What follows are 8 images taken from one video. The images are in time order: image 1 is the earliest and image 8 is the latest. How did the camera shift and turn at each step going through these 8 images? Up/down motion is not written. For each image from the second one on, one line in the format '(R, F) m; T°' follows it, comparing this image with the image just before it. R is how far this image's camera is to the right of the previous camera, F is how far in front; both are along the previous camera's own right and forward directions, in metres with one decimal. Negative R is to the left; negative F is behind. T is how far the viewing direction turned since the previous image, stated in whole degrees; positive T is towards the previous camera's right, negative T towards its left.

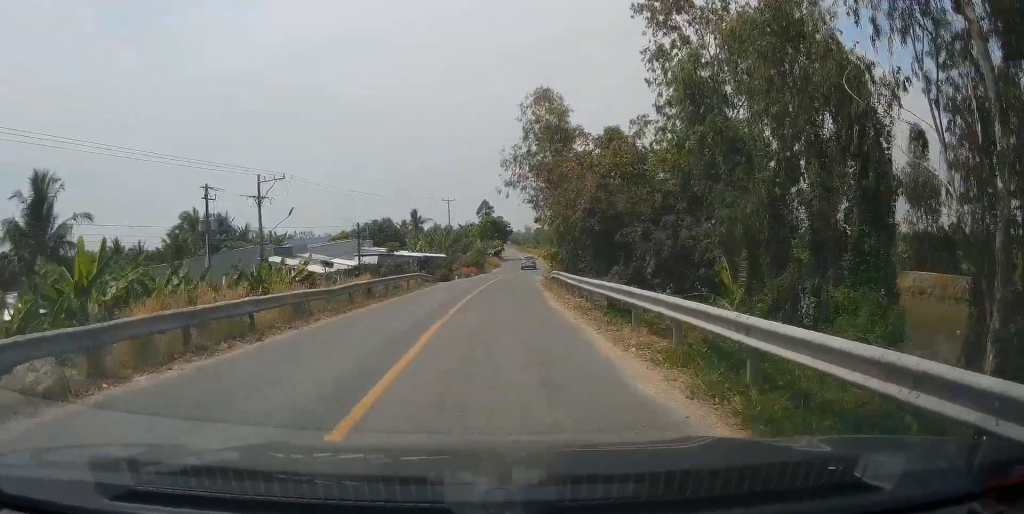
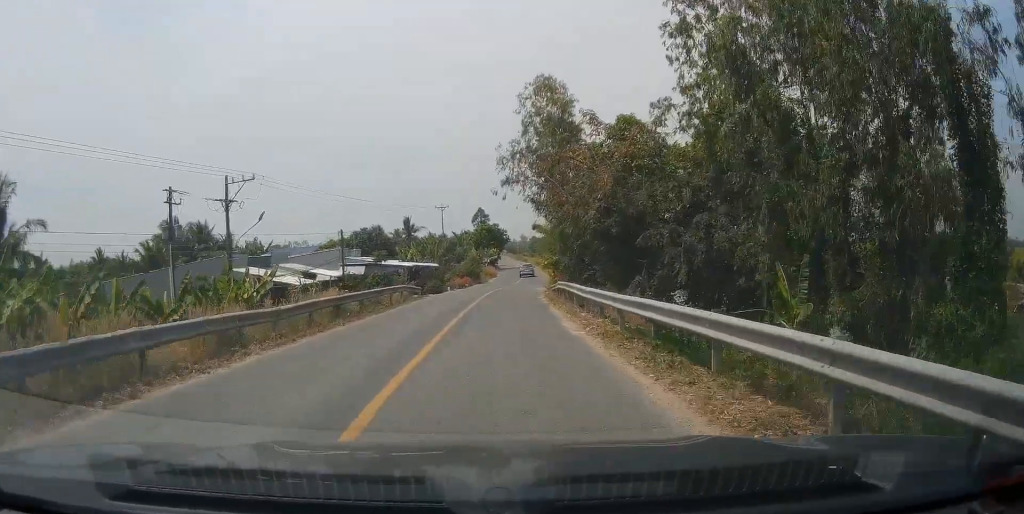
(-0.1, +4.5) m; +1°
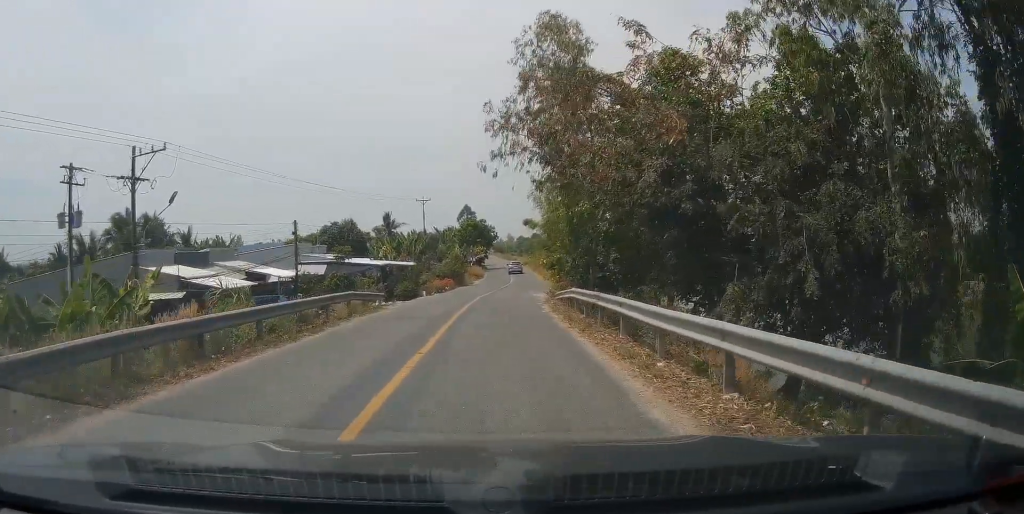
(-0.1, +9.5) m; +2°
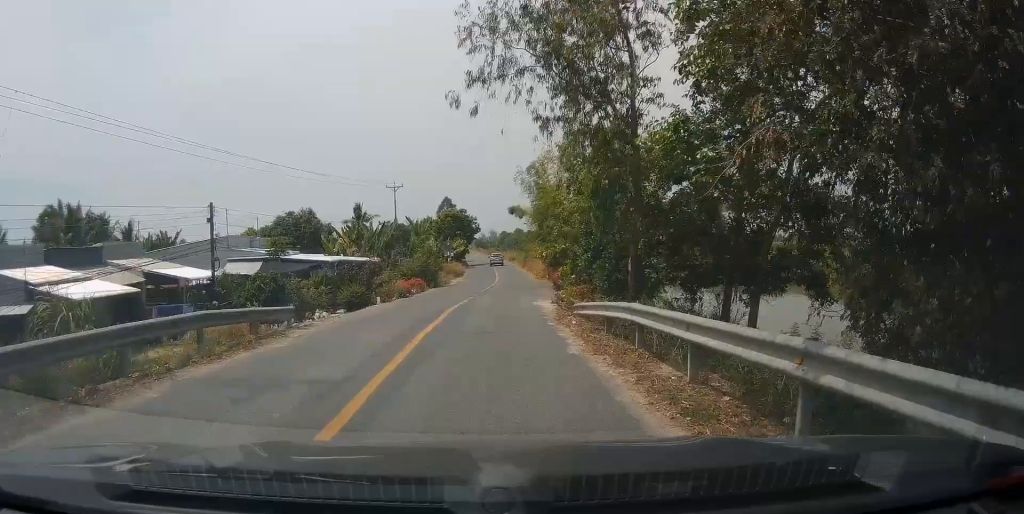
(+0.6, +10.9) m; +2°
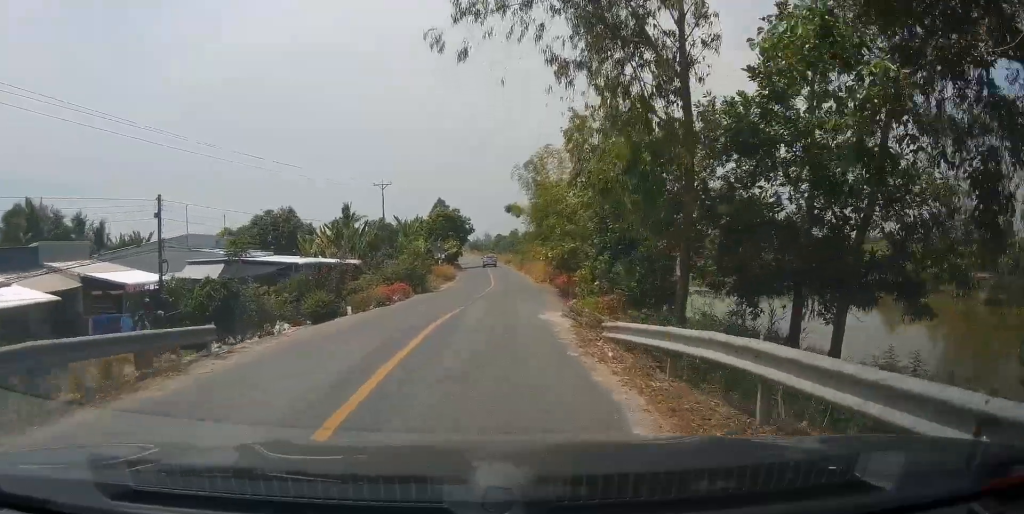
(-0.2, +5.1) m; +1°
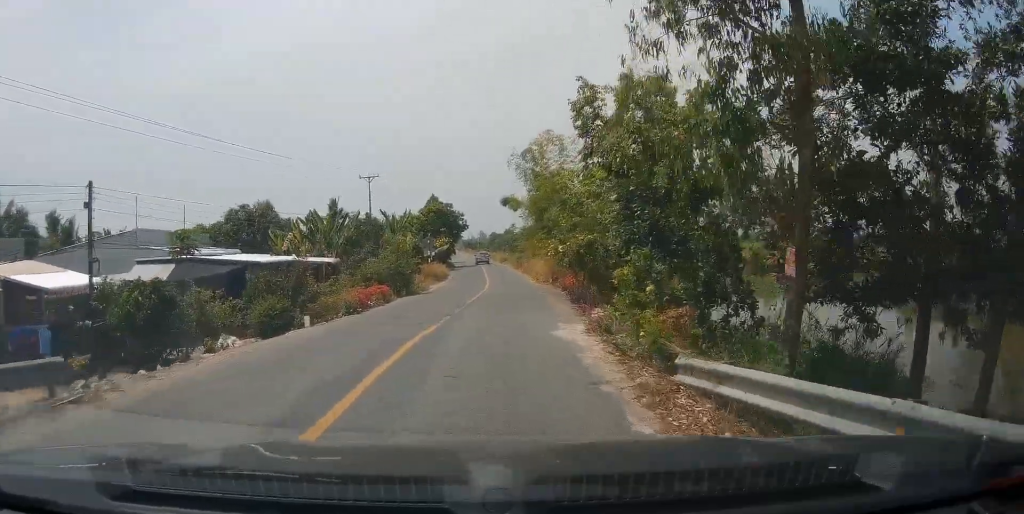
(-0.2, +5.3) m; +1°
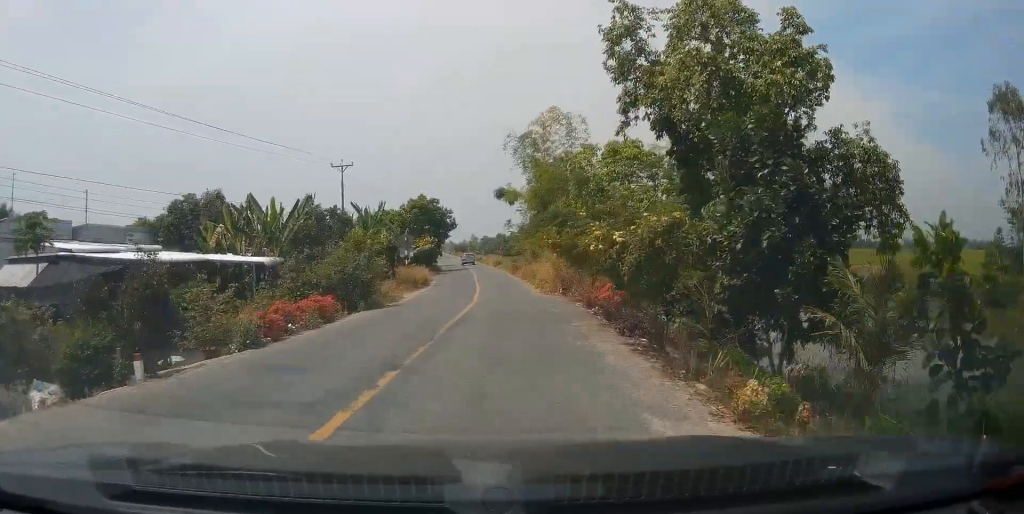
(+0.6, +9.2) m; 0°
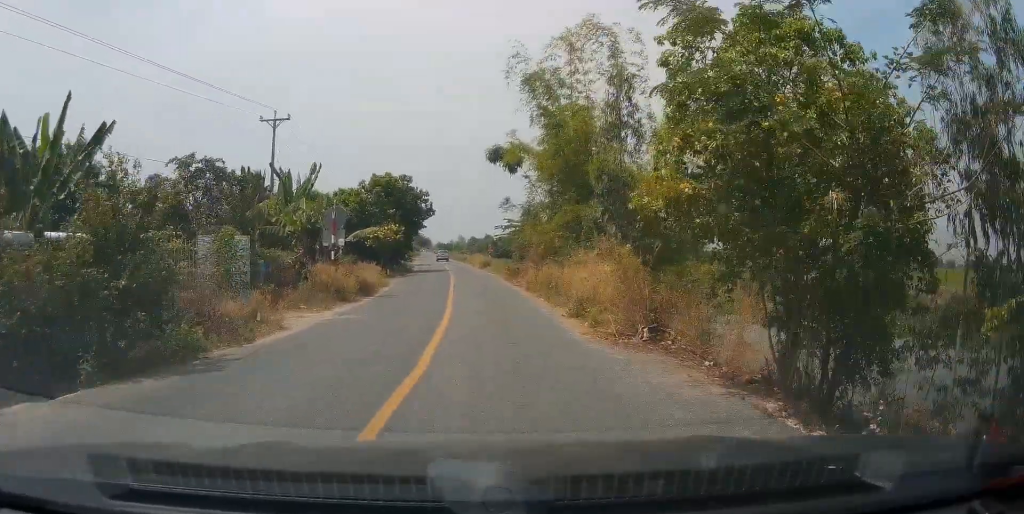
(-0.7, +17.6) m; -1°
